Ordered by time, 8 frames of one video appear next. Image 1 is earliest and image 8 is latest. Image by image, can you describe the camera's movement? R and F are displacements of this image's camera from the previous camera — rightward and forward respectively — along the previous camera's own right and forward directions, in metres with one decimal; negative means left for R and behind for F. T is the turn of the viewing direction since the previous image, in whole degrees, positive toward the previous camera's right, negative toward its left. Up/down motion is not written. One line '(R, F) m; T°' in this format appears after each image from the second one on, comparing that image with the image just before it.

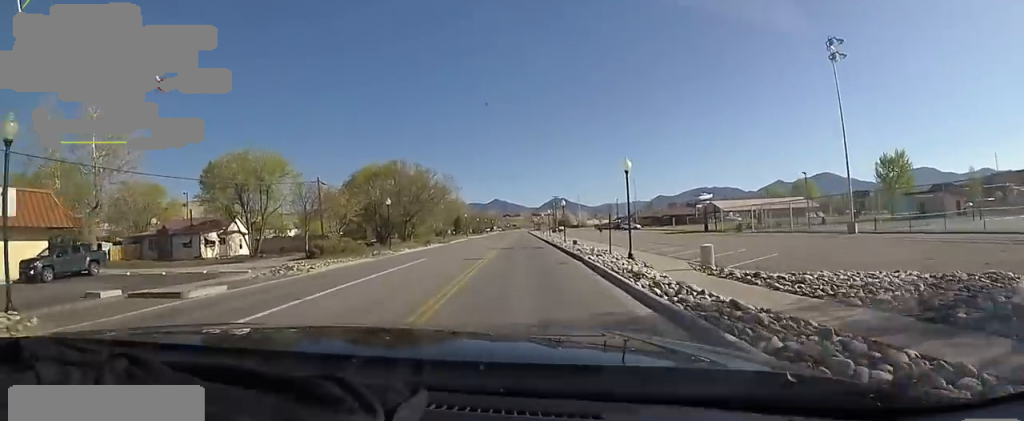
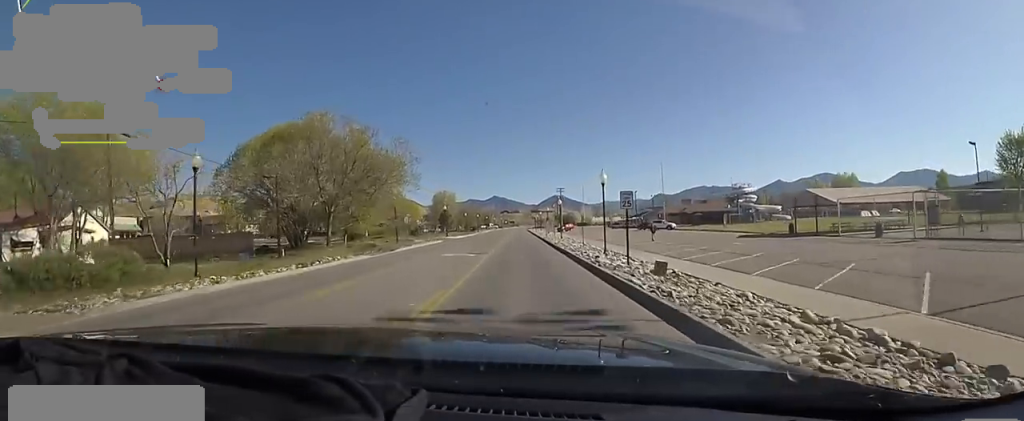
(-1.6, +24.2) m; -2°
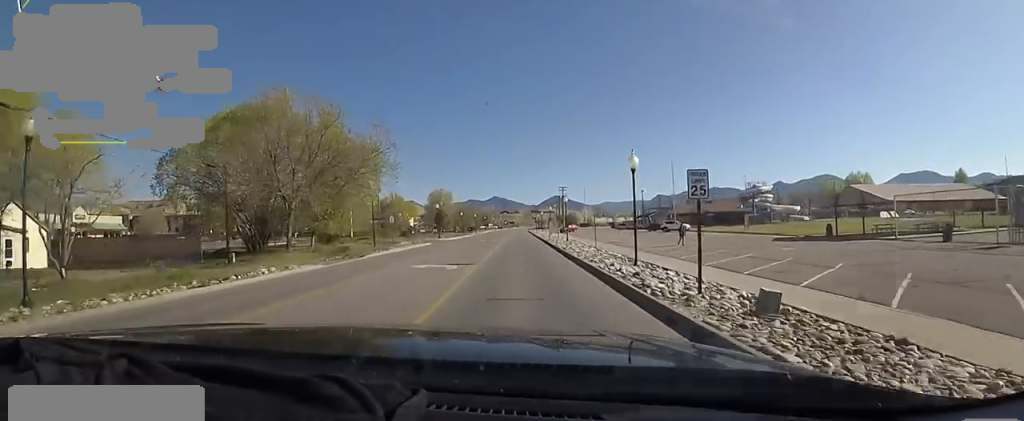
(+0.4, +6.6) m; +3°
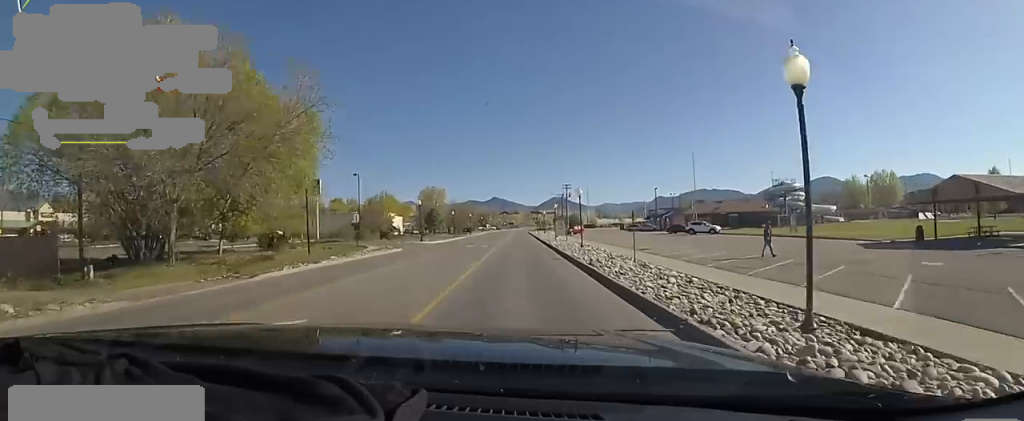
(+0.2, +11.2) m; +1°
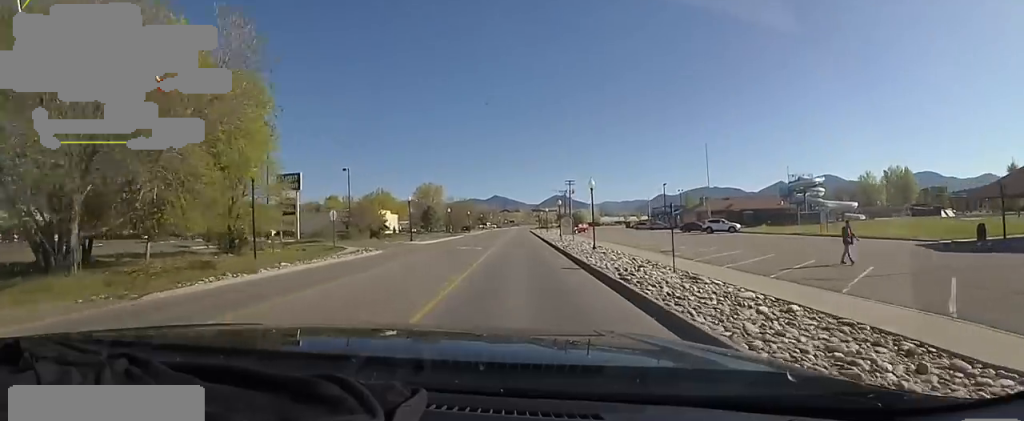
(0.0, +5.4) m; 0°
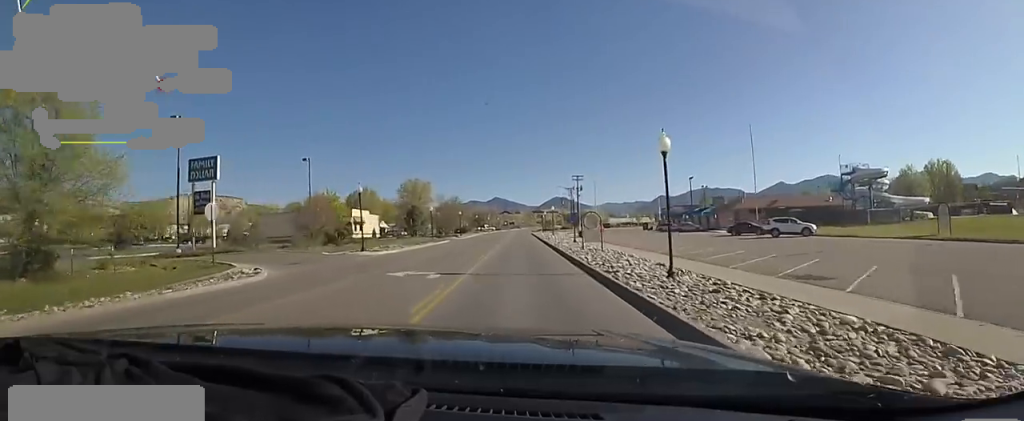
(0.0, +14.9) m; 0°
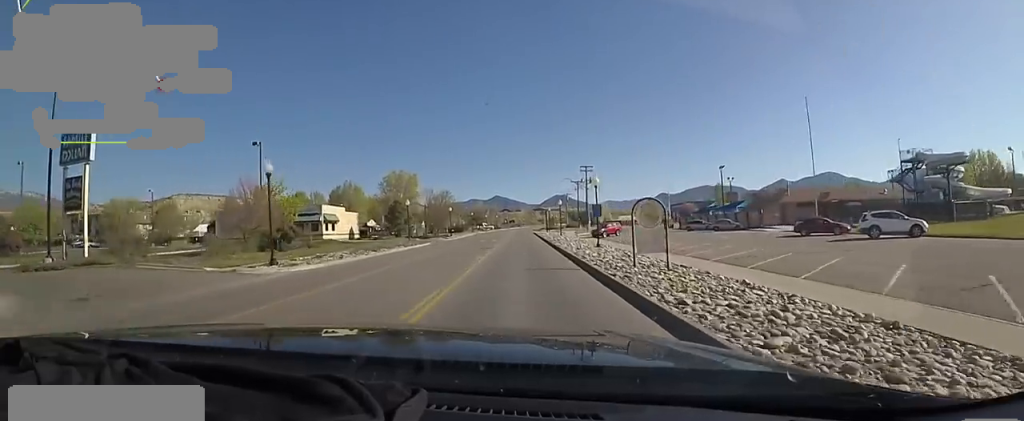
(0.0, +12.4) m; 0°
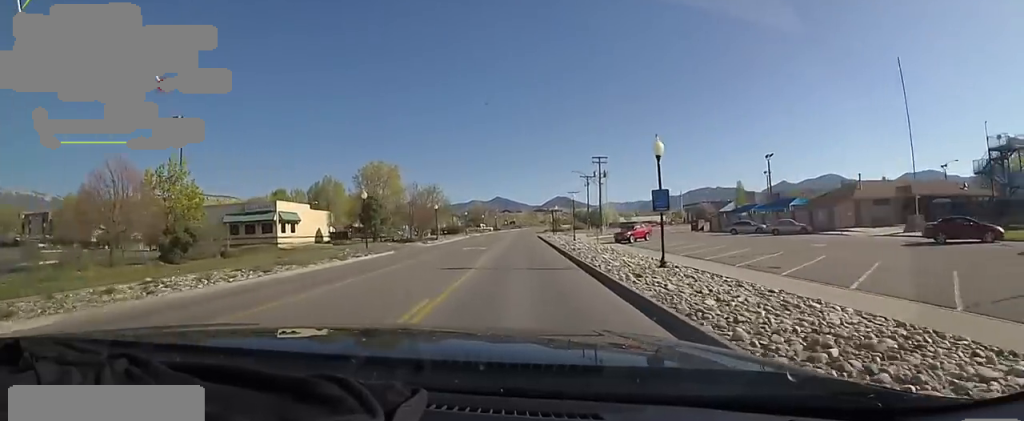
(0.0, +13.2) m; 0°
